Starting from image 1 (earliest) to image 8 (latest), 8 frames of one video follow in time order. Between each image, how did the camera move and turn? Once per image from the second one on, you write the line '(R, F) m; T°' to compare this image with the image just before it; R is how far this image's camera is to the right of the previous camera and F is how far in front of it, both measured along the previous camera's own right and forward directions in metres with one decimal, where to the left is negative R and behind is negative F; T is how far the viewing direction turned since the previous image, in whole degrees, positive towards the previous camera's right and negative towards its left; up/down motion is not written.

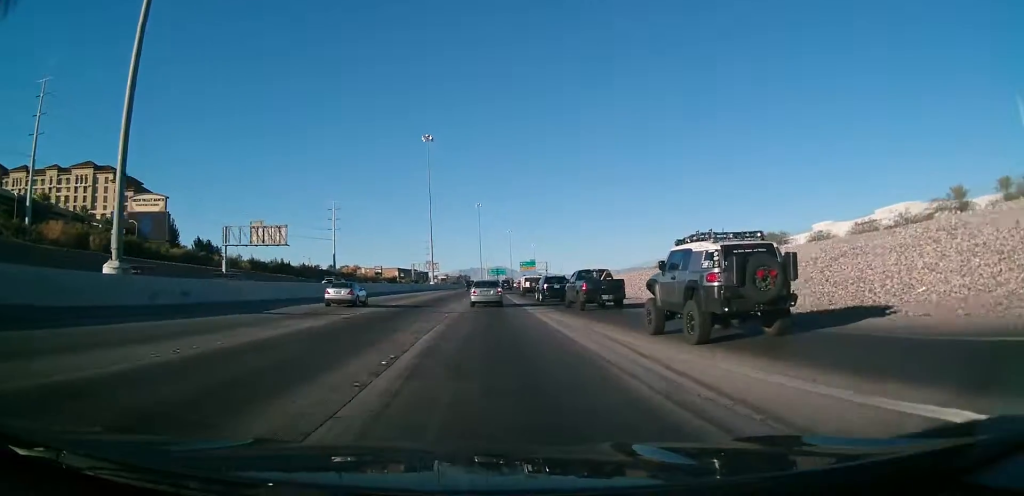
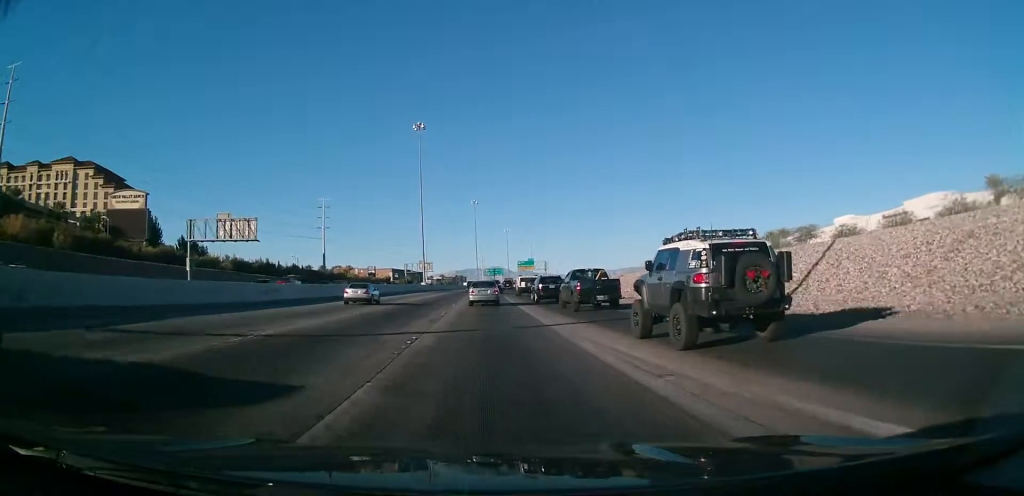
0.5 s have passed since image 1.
(-0.1, +11.4) m; 0°
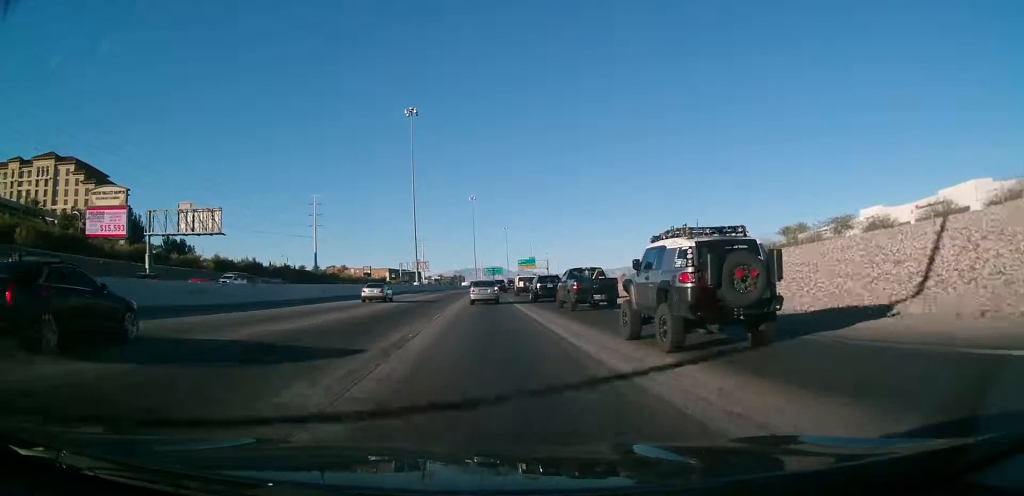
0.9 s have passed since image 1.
(+0.2, +10.9) m; +1°
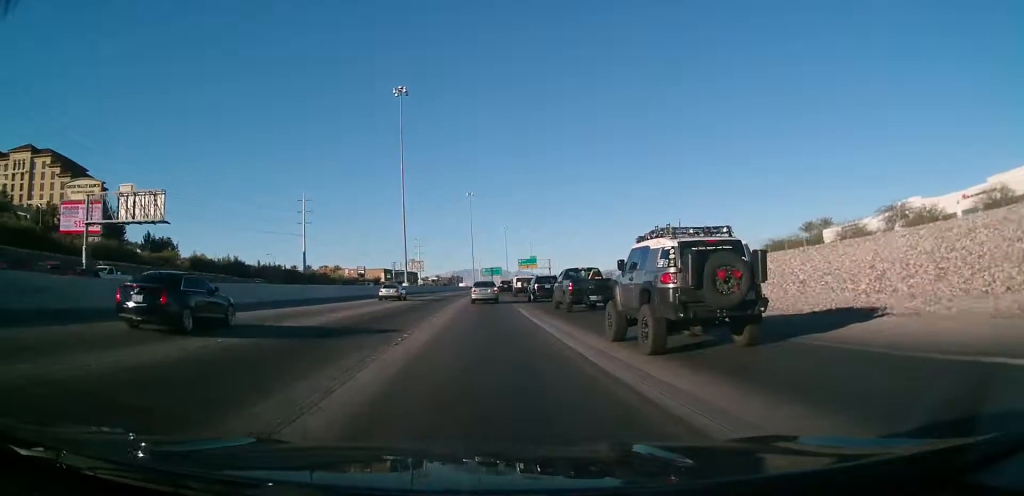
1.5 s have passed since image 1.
(0.0, +13.2) m; +1°
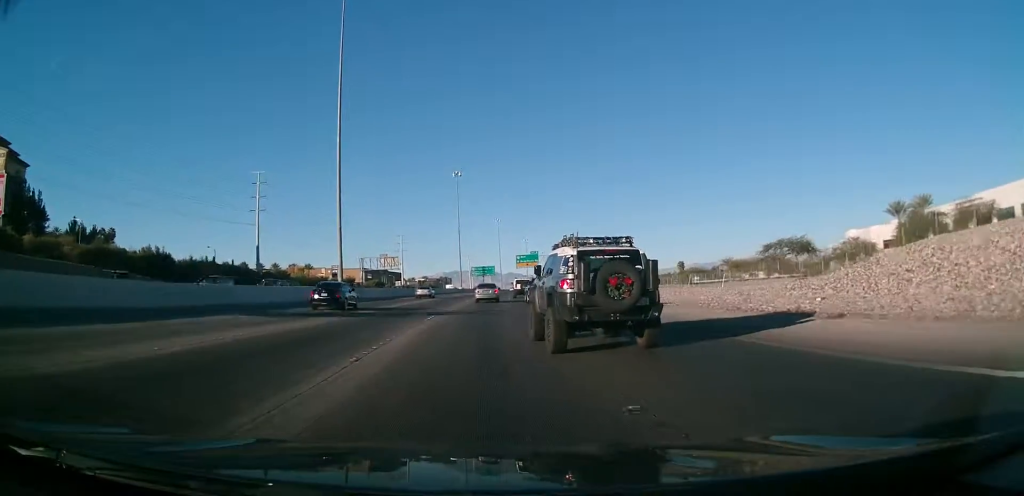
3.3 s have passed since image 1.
(+0.1, +39.6) m; 0°
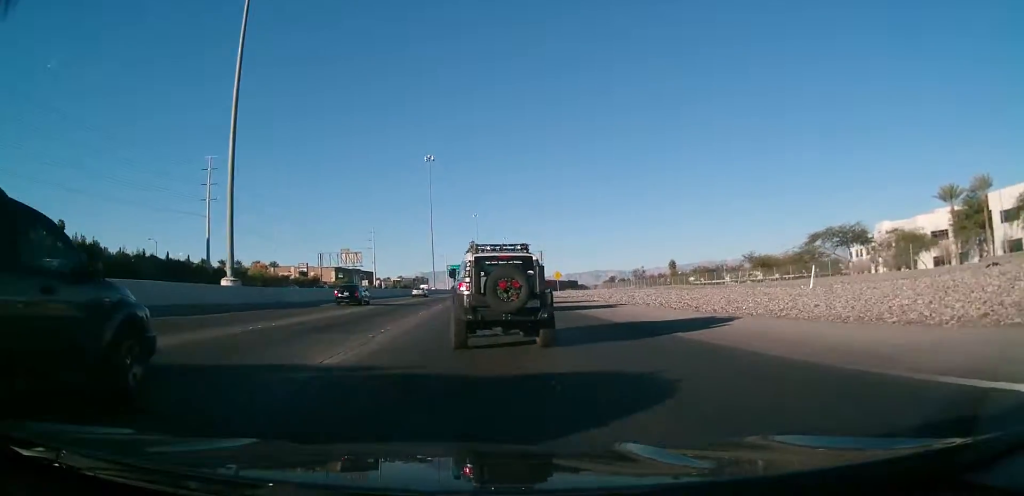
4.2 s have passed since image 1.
(+0.2, +21.3) m; +1°
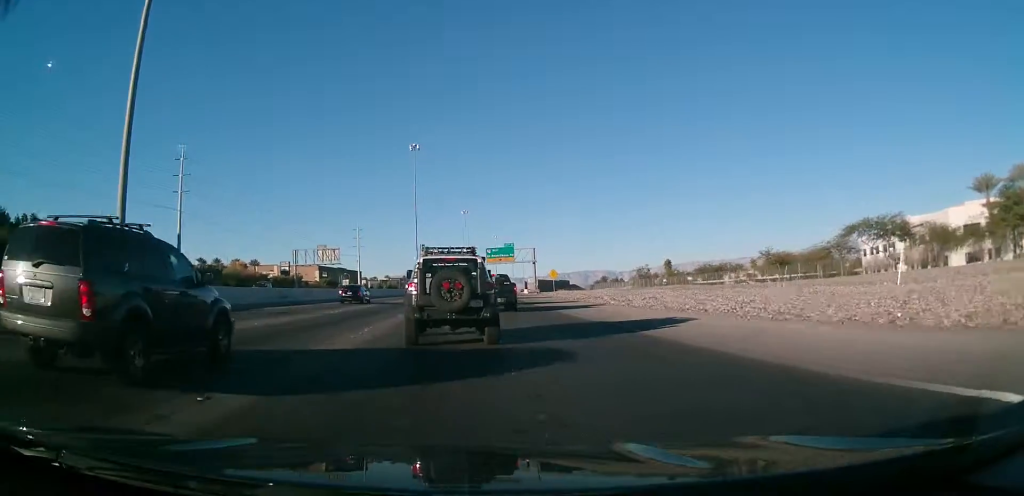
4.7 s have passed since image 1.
(+0.1, +11.0) m; +1°
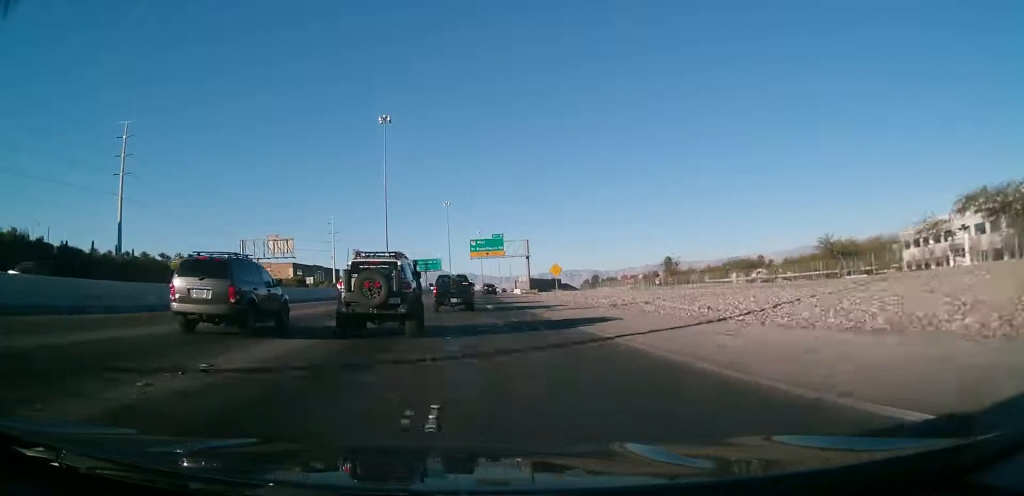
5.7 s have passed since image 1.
(+0.1, +22.2) m; +2°
